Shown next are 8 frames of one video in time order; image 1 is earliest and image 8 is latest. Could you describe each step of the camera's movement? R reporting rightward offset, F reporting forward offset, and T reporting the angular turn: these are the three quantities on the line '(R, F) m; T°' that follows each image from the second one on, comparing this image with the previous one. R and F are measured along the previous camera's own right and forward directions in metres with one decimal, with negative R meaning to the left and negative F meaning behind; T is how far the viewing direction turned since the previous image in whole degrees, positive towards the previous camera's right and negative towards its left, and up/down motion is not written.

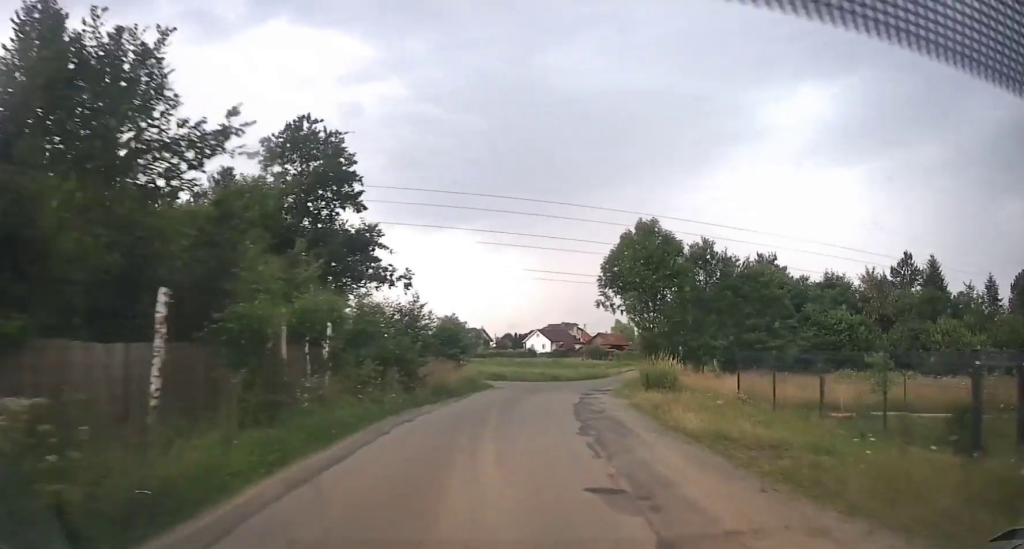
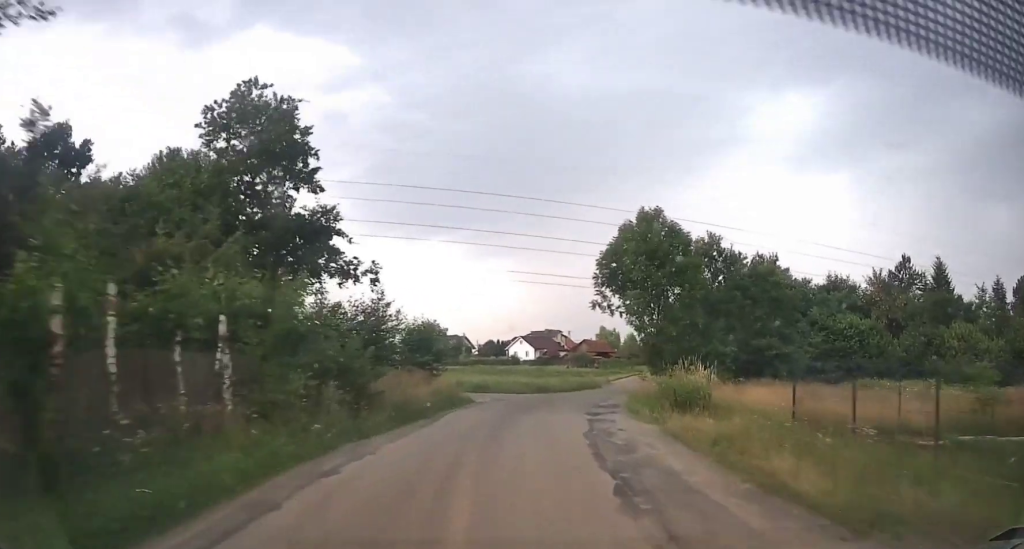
(+0.3, +4.7) m; +3°
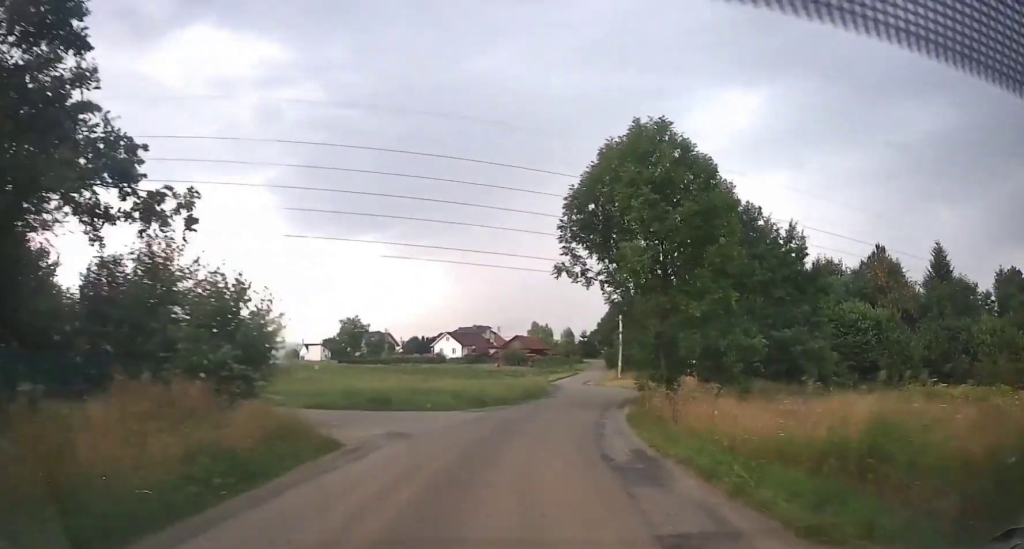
(+0.7, +12.6) m; +6°
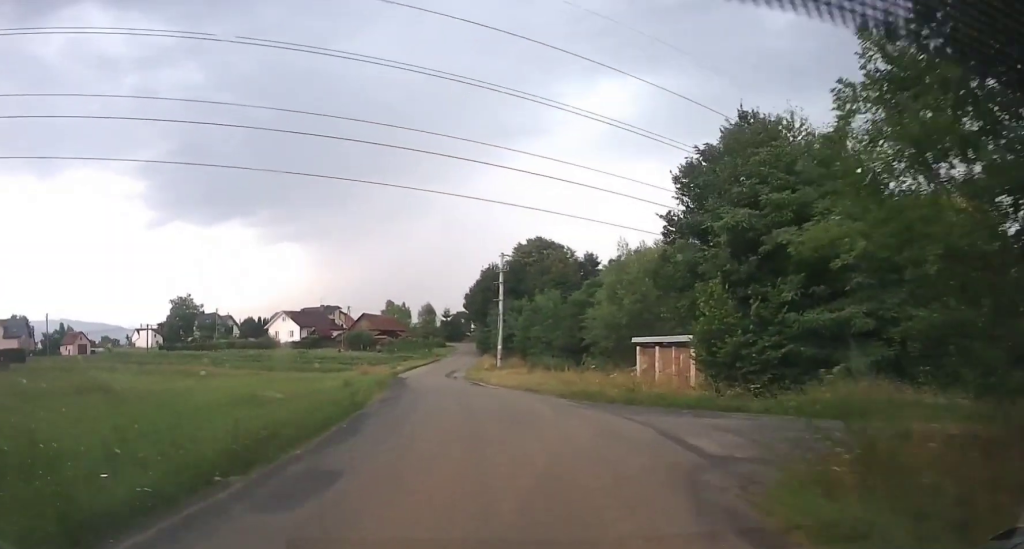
(+2.9, +26.3) m; +10°
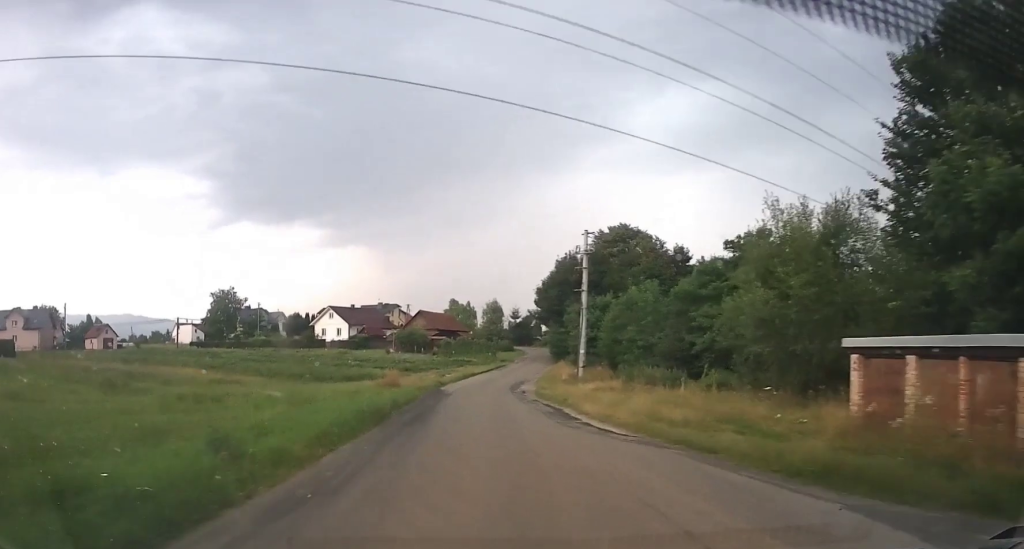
(-0.2, +14.2) m; -3°
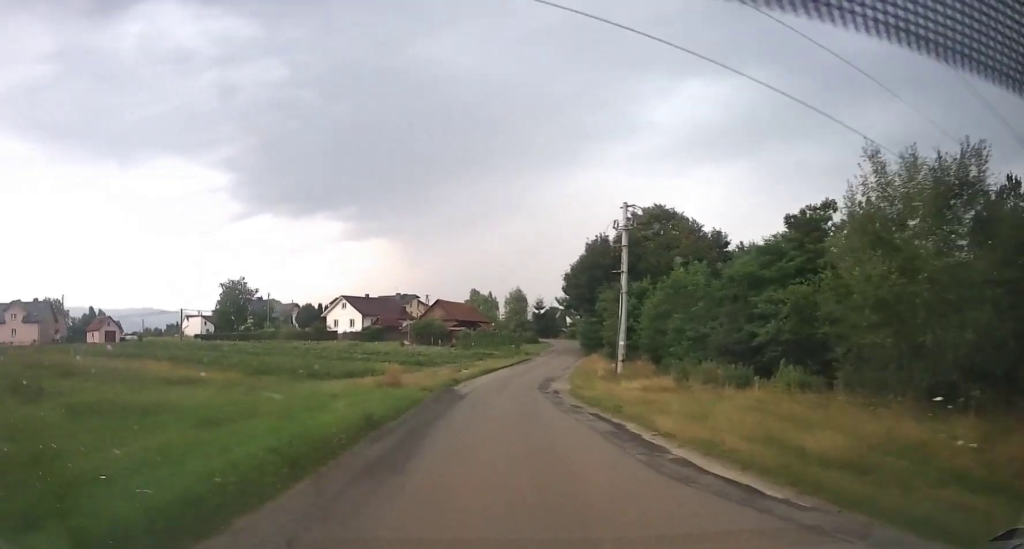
(-0.3, +6.1) m; -1°
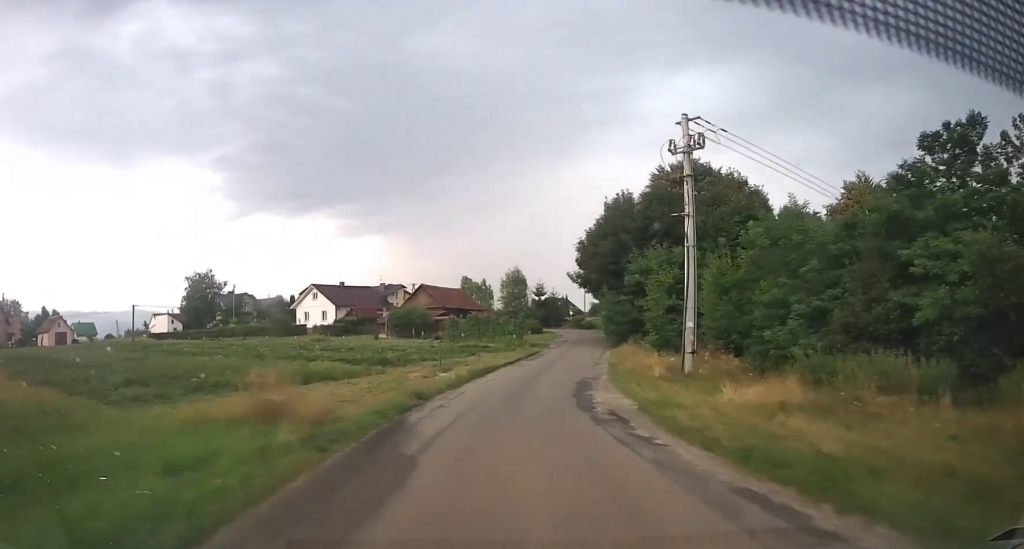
(-0.3, +13.6) m; 0°
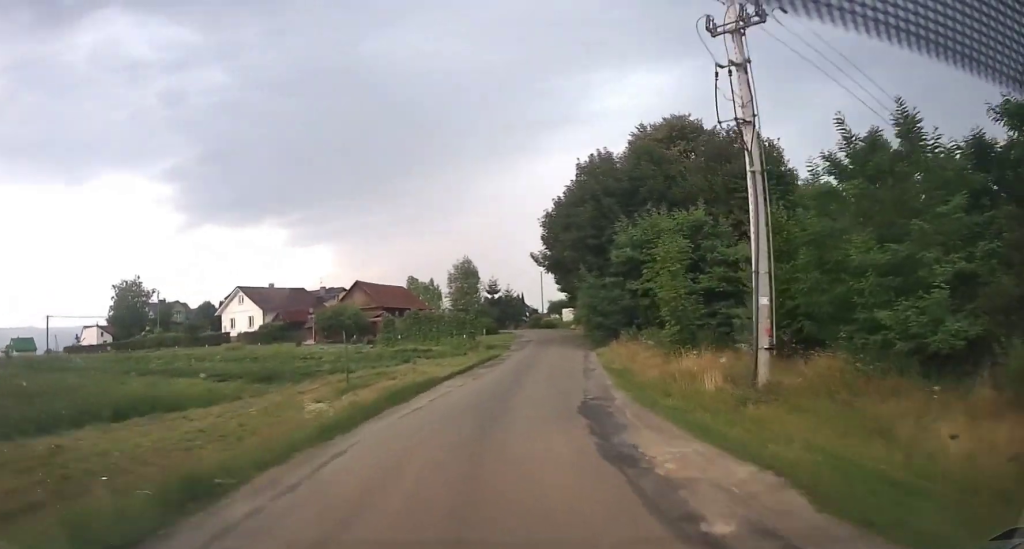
(+0.2, +10.5) m; +3°
